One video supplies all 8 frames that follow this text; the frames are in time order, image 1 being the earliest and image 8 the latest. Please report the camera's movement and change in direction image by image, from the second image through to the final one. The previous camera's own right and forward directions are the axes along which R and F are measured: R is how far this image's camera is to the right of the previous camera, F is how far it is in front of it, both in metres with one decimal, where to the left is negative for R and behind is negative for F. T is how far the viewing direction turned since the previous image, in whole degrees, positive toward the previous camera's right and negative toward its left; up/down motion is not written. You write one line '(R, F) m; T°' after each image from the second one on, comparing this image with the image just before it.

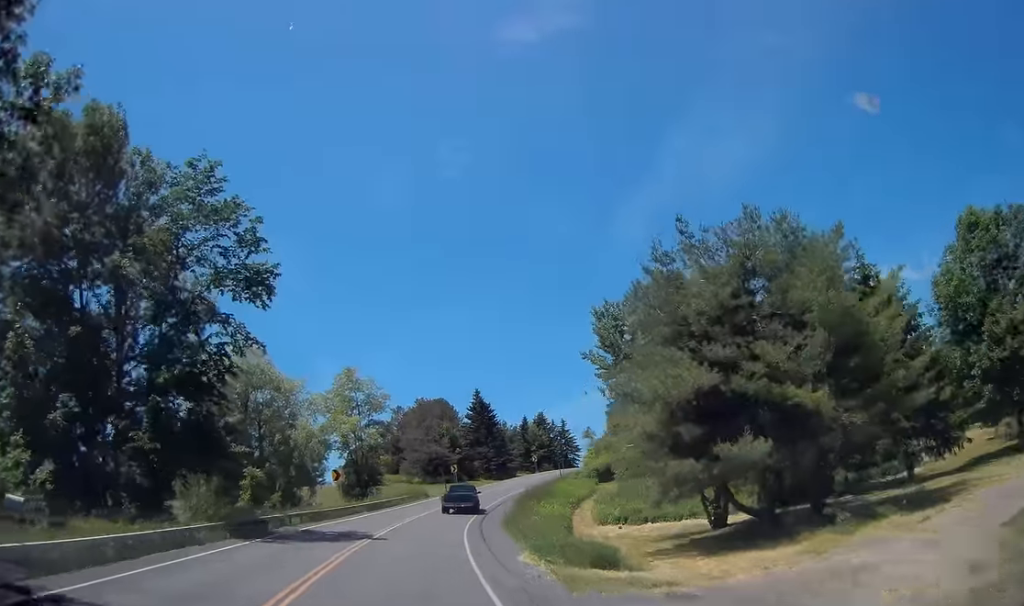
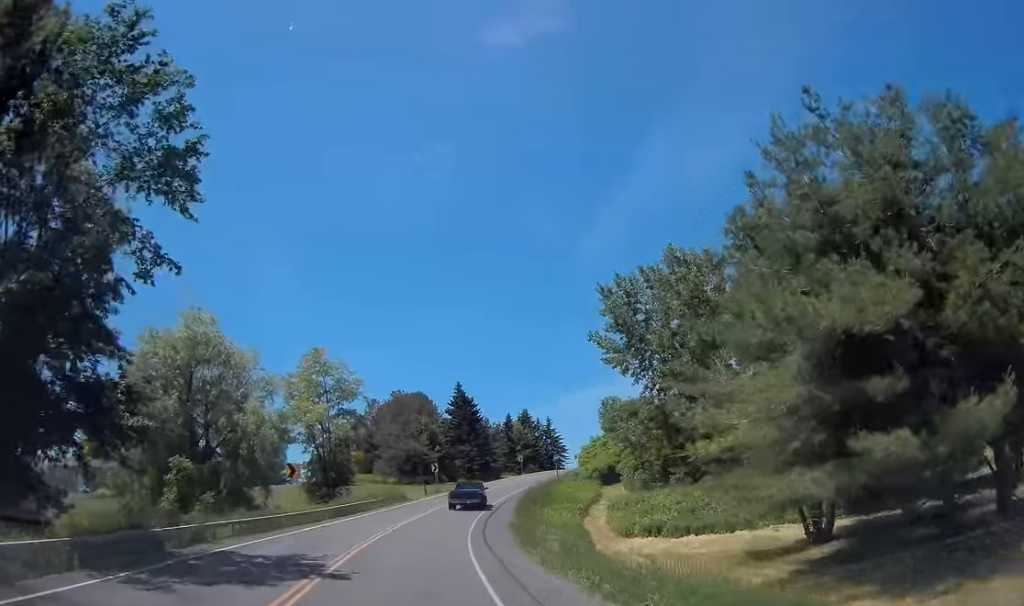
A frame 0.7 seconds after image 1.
(+0.2, +9.8) m; +1°
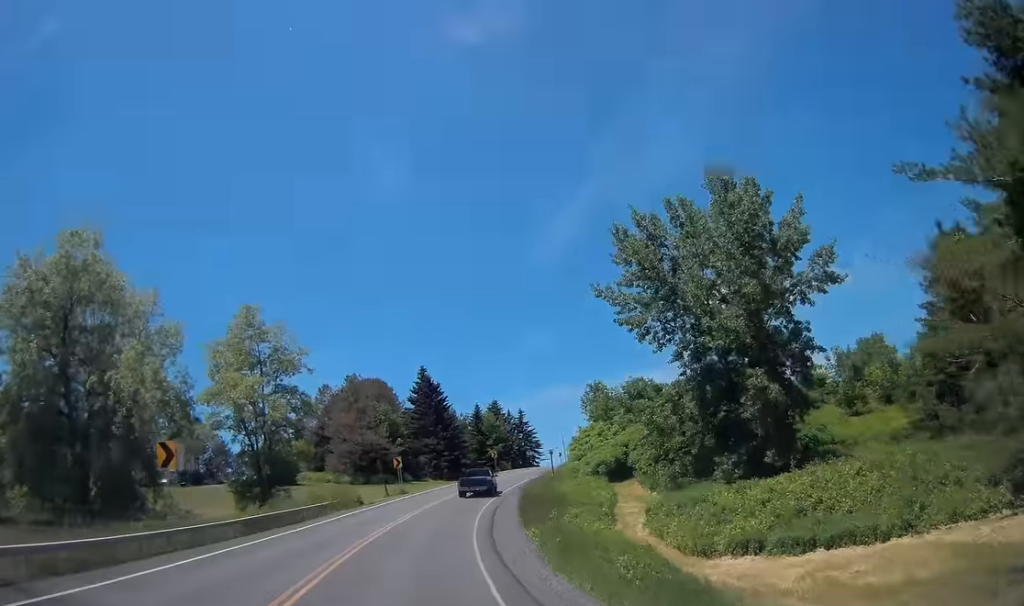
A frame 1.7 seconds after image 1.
(+0.1, +14.0) m; +4°
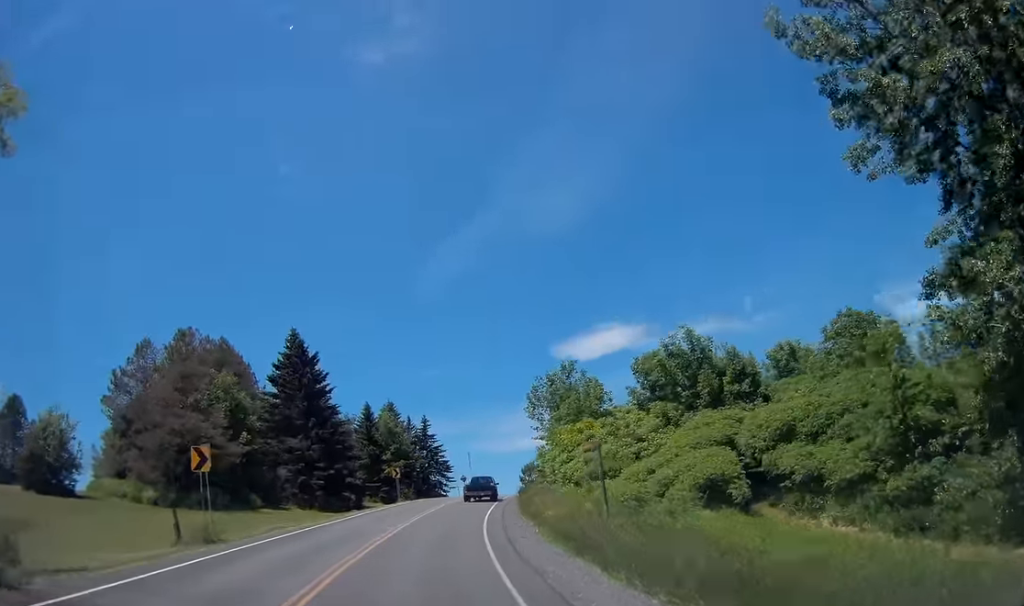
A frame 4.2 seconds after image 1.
(+3.2, +33.3) m; +11°
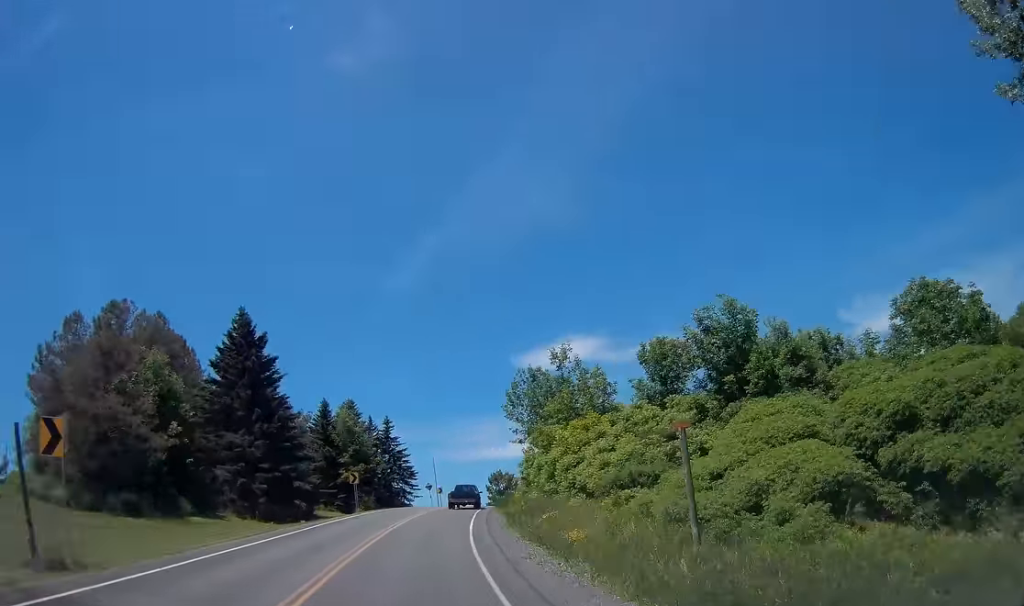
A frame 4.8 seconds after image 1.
(+0.3, +8.4) m; +3°
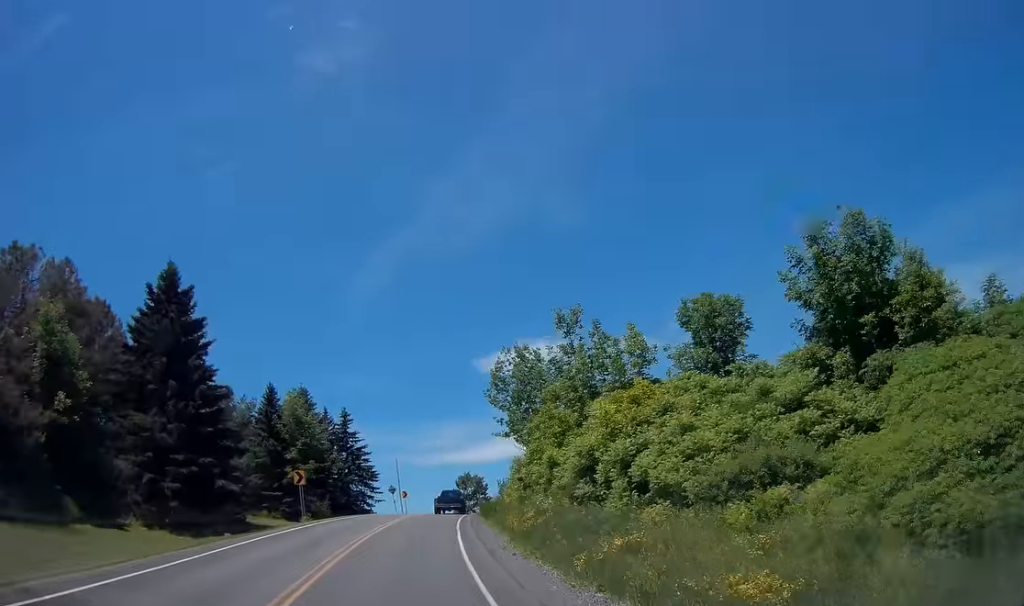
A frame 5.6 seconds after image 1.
(+0.4, +10.7) m; +2°
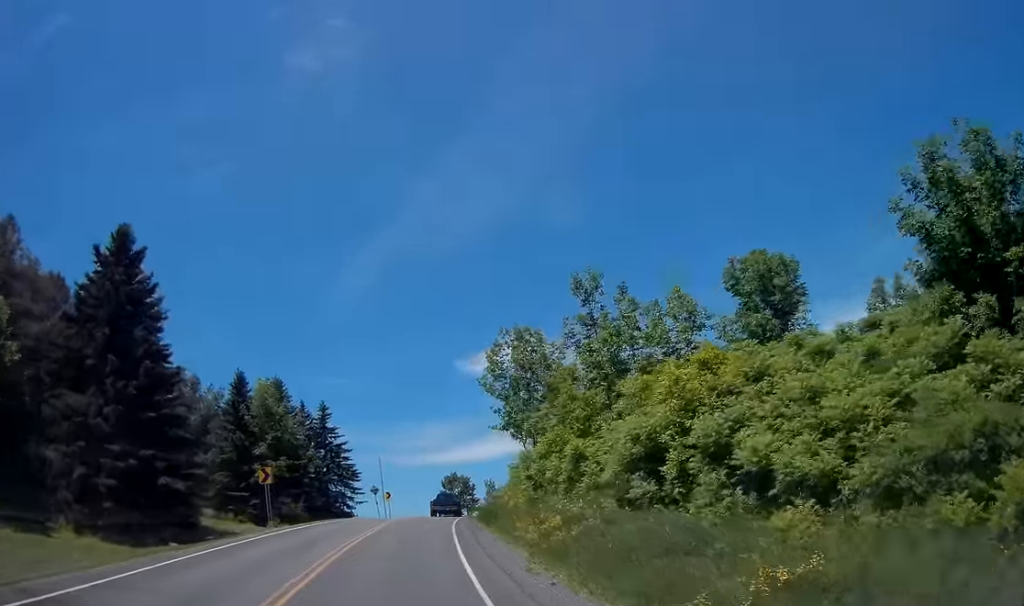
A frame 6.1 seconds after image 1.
(0.0, +5.8) m; +1°
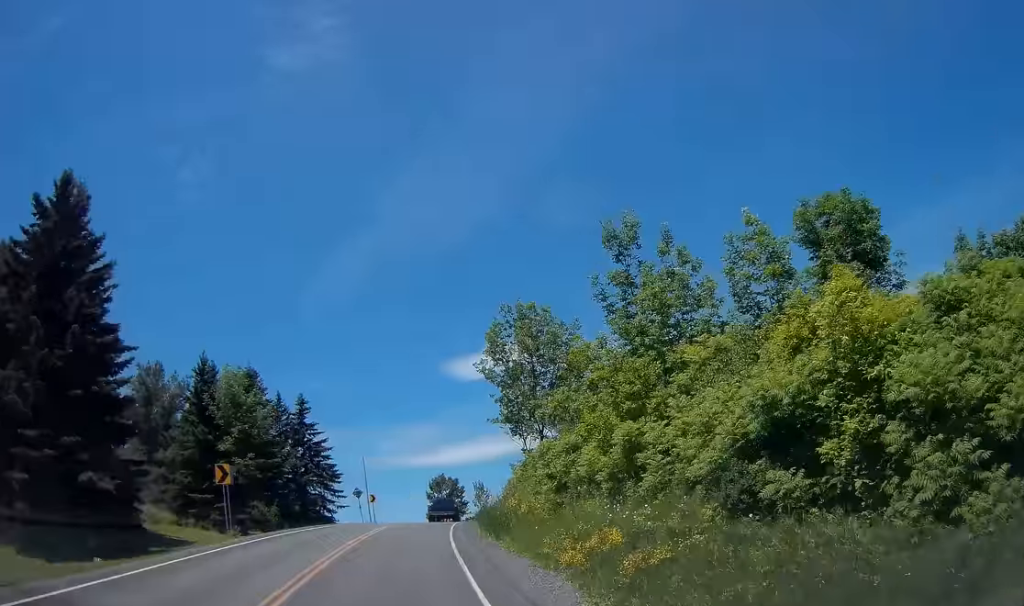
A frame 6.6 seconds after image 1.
(-0.1, +5.8) m; +1°
